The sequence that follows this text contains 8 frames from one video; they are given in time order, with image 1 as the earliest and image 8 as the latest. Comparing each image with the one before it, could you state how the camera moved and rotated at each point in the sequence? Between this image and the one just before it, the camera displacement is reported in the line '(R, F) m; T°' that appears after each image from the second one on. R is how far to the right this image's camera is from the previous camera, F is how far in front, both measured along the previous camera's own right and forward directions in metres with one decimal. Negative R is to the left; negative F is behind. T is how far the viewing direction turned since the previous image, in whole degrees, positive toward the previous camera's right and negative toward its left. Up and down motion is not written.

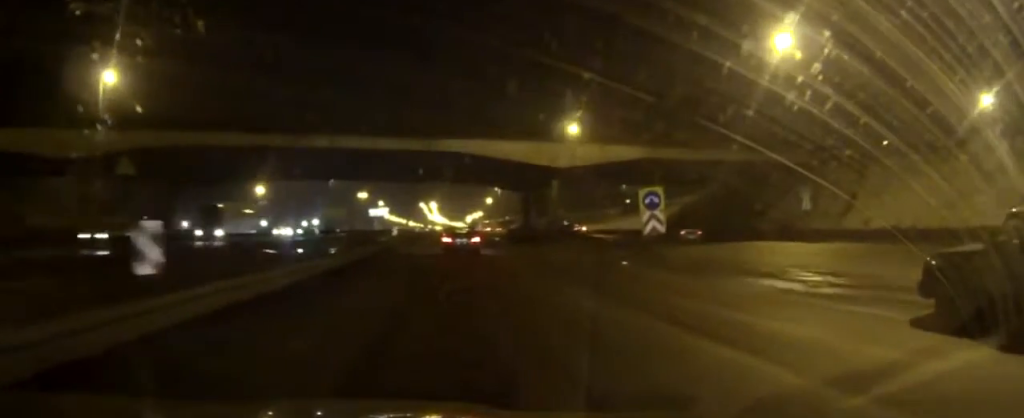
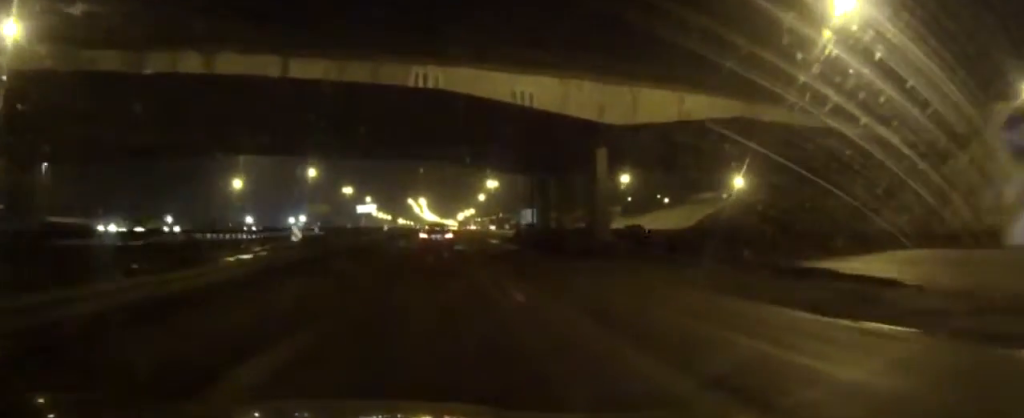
(+0.3, +22.1) m; 0°
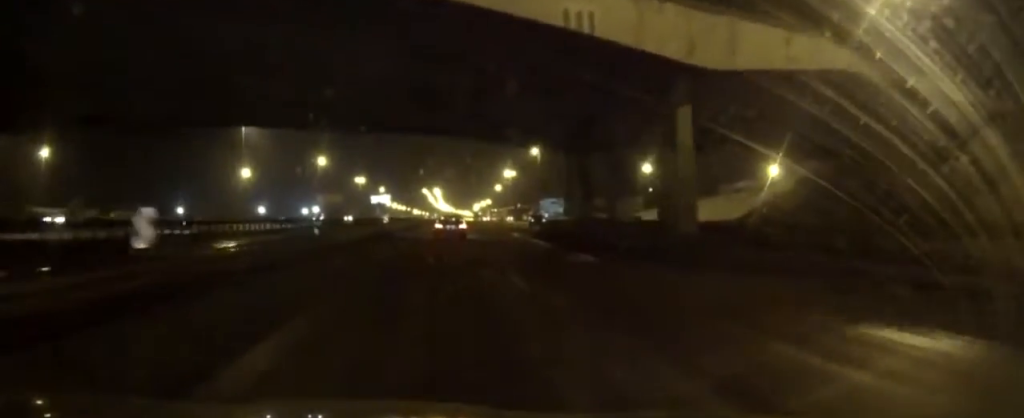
(-0.1, +10.5) m; -1°
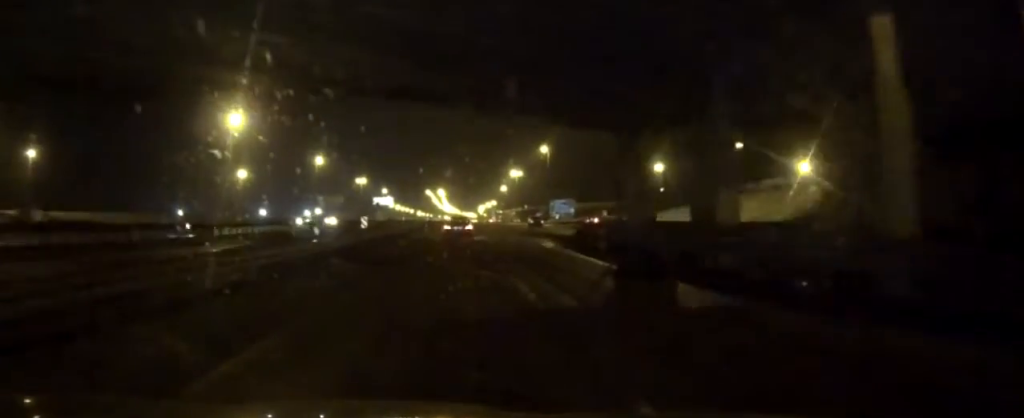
(-0.1, +11.9) m; 0°
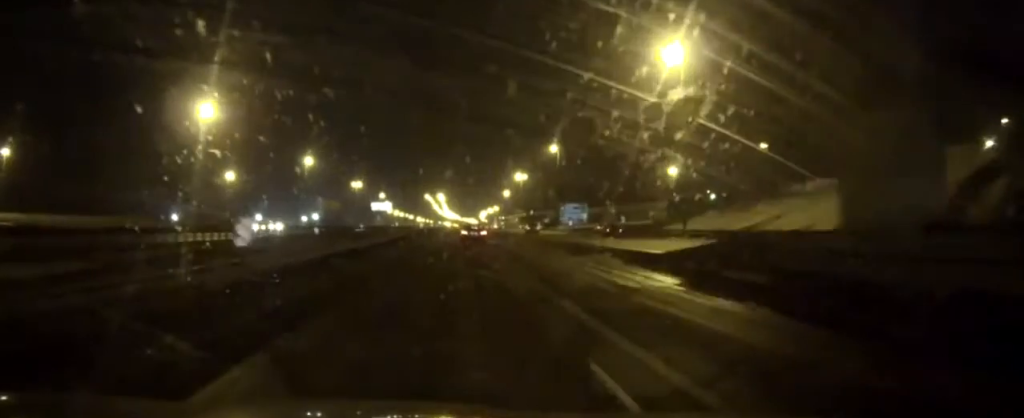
(0.0, +18.0) m; 0°
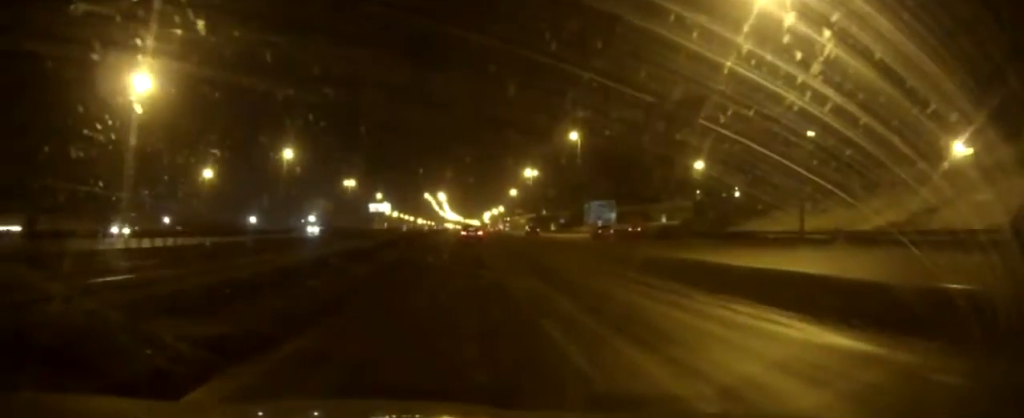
(0.0, +28.4) m; 0°
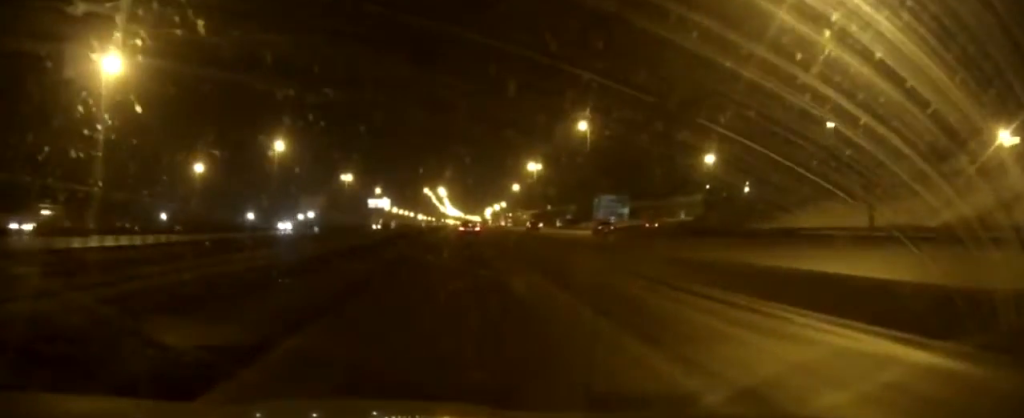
(-0.1, +10.1) m; 0°
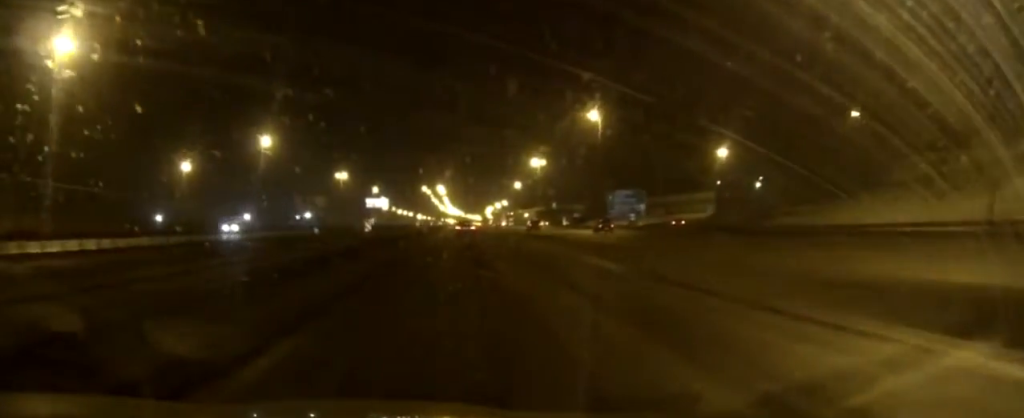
(0.0, +12.2) m; 0°
